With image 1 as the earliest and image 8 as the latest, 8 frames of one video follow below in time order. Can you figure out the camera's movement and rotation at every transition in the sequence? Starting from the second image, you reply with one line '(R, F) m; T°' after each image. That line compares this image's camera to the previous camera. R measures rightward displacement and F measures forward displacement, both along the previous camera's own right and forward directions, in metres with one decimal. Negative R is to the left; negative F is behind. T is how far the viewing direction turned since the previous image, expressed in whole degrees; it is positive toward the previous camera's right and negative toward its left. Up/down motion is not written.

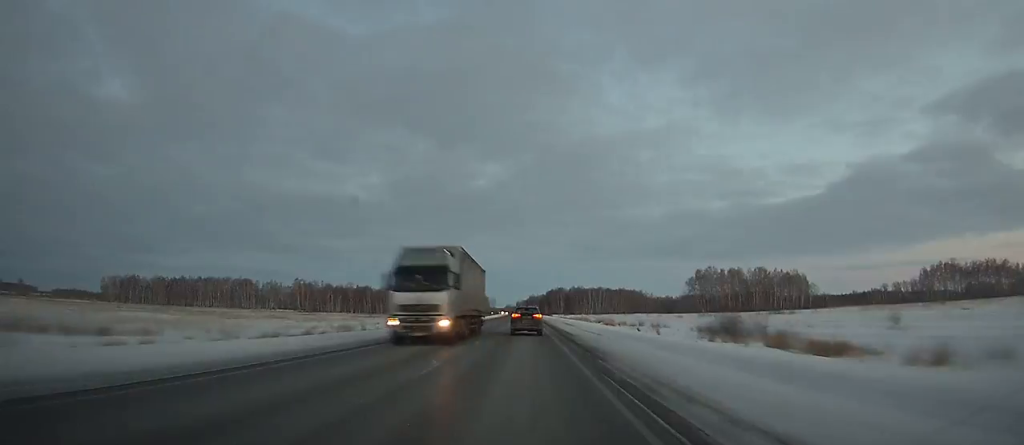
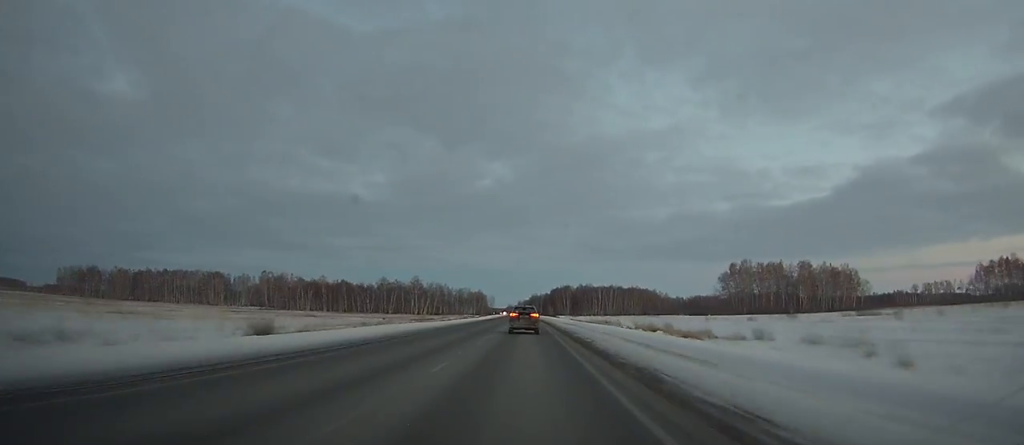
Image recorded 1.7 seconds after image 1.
(-0.2, +47.8) m; 0°
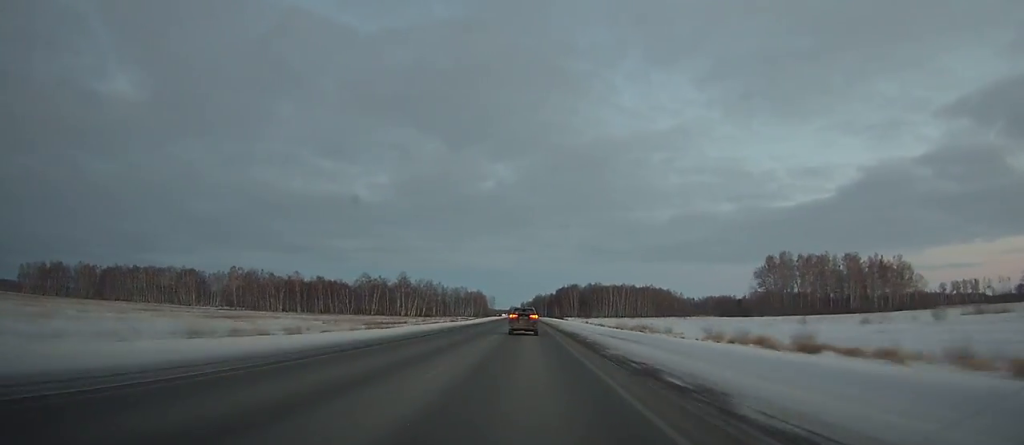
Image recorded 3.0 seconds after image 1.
(-0.1, +36.6) m; 0°
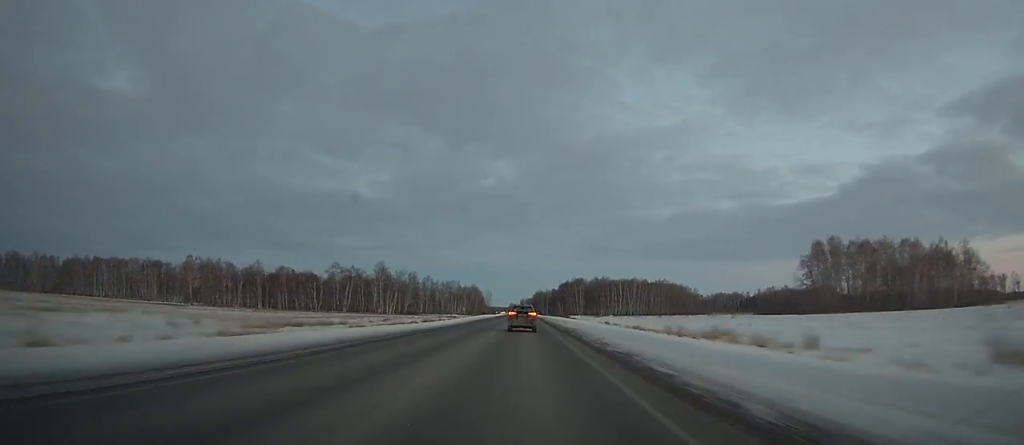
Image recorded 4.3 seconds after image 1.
(0.0, +37.1) m; 0°
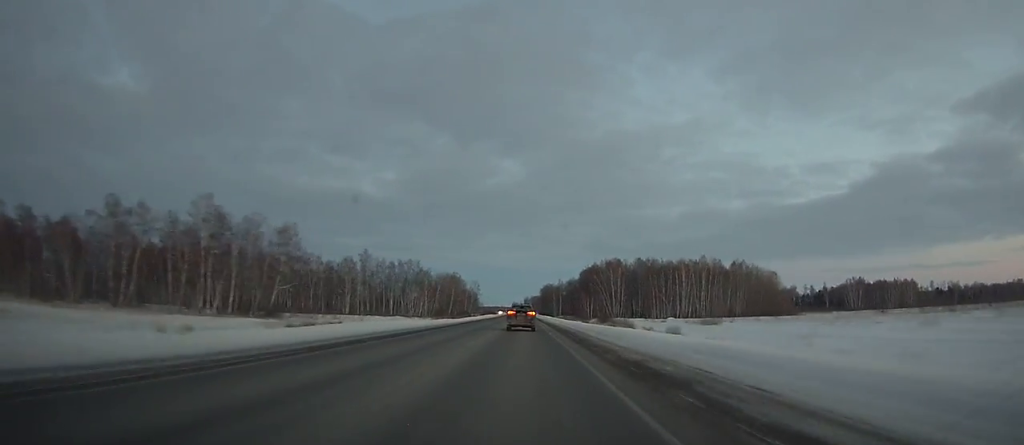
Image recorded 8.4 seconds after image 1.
(-0.2, +117.2) m; -1°
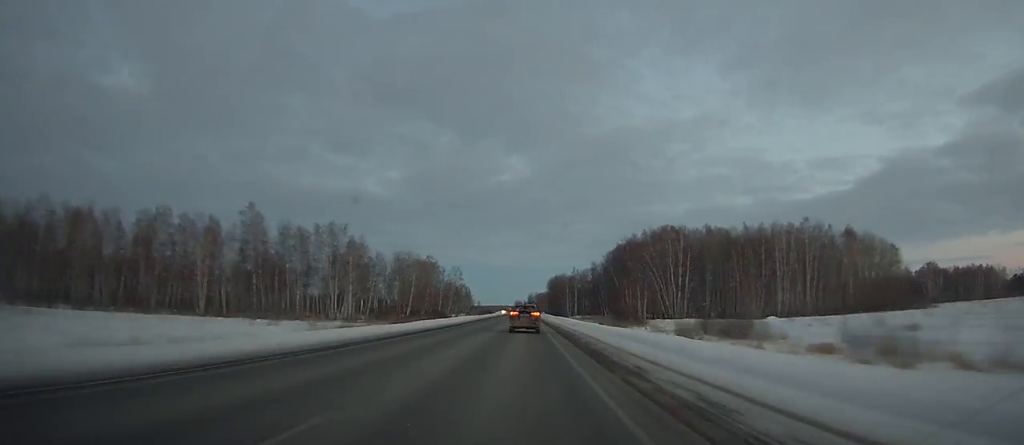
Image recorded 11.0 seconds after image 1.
(-0.4, +73.6) m; -1°
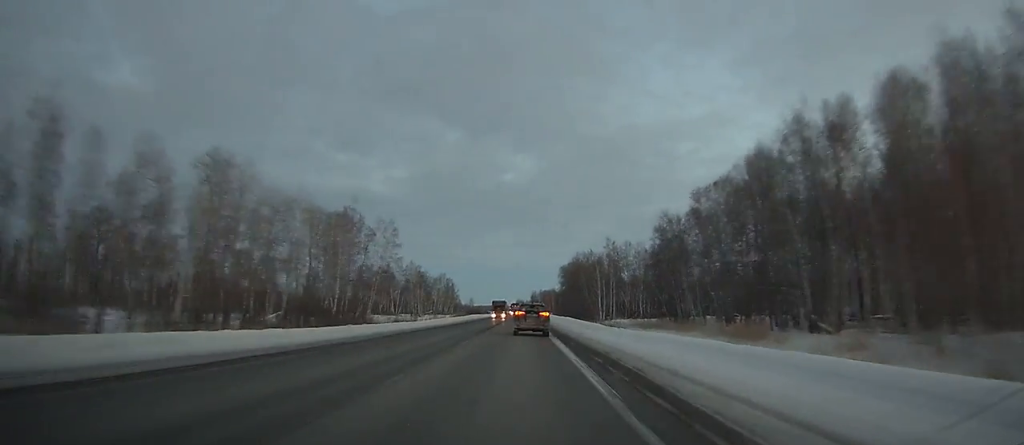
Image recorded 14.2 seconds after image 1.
(-0.5, +88.5) m; 0°
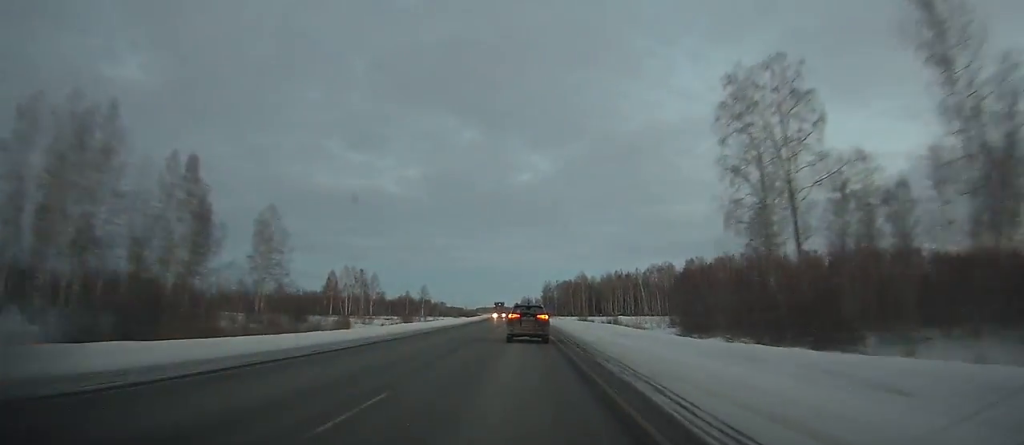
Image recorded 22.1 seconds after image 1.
(-1.0, +207.9) m; -1°
